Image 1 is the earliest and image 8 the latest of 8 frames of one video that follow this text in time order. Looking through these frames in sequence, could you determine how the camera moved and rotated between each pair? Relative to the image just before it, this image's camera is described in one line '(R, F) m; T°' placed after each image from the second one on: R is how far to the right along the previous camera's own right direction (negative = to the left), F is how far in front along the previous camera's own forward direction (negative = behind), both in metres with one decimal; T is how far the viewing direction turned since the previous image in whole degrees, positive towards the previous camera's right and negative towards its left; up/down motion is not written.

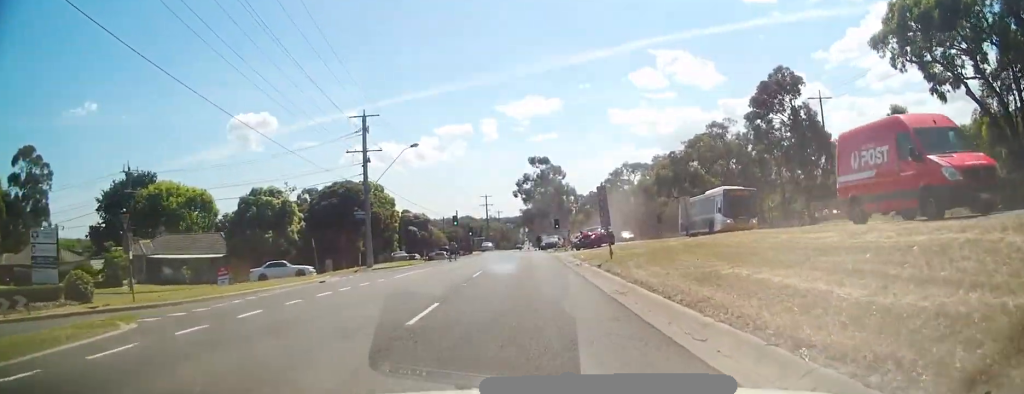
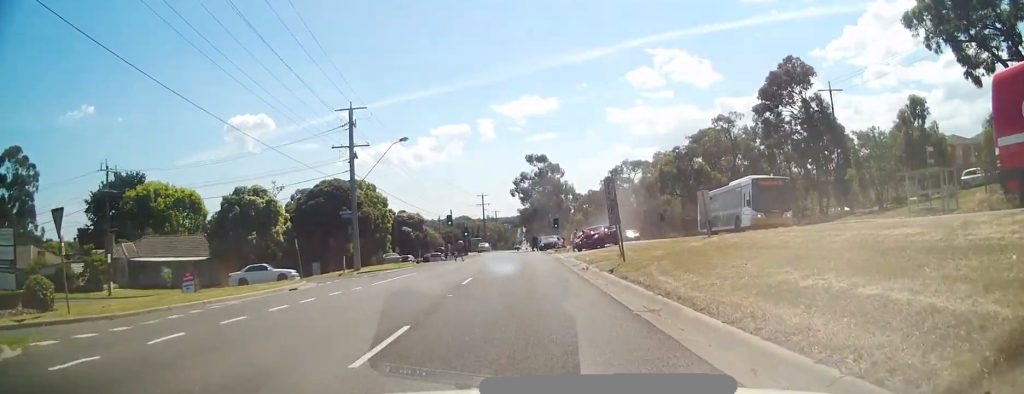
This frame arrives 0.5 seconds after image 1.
(-0.3, +4.2) m; -3°
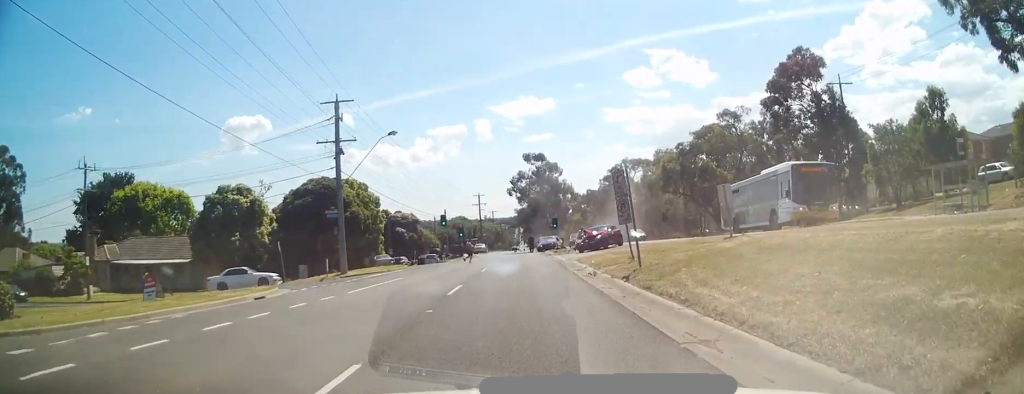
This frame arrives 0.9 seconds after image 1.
(-0.1, +4.1) m; -2°
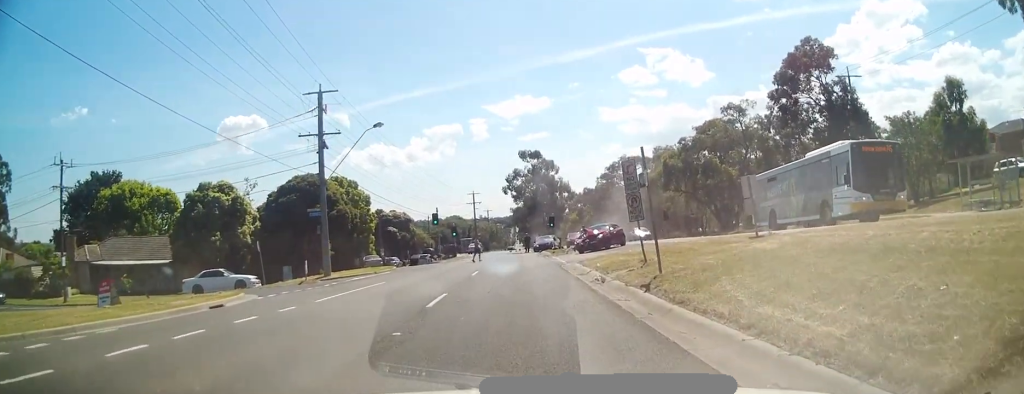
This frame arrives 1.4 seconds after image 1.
(-0.1, +3.8) m; 0°
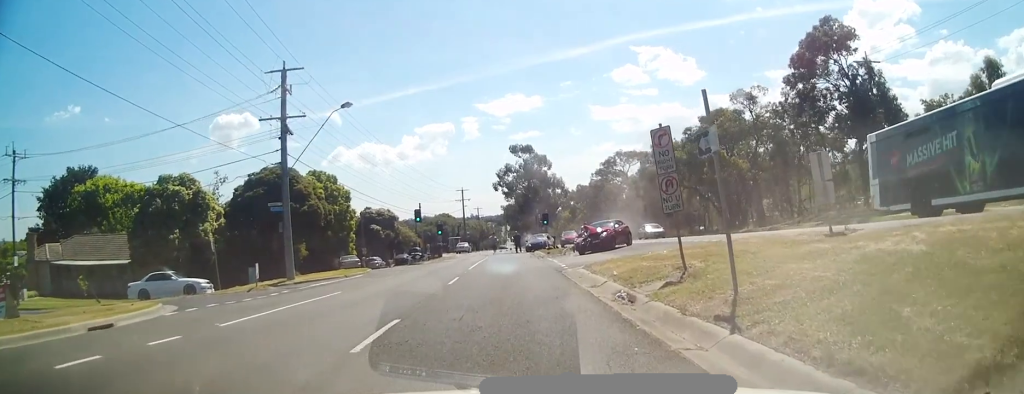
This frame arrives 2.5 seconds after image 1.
(0.0, +6.9) m; +1°
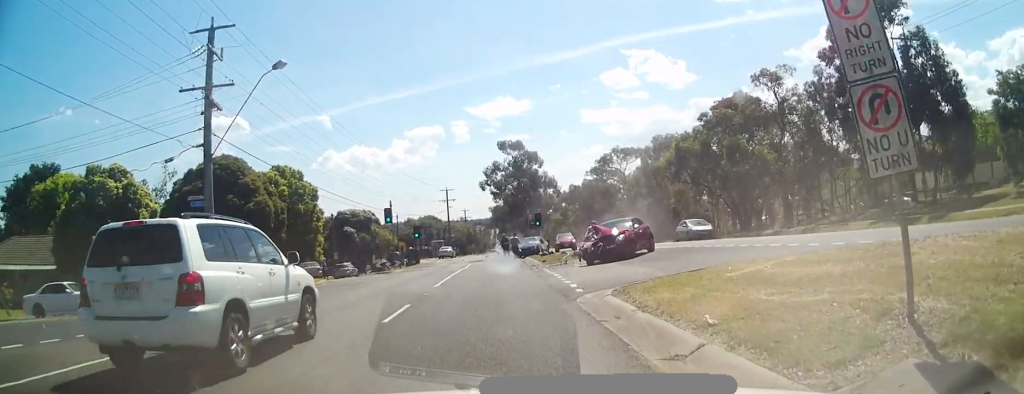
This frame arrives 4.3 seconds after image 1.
(+0.1, +9.8) m; +3°
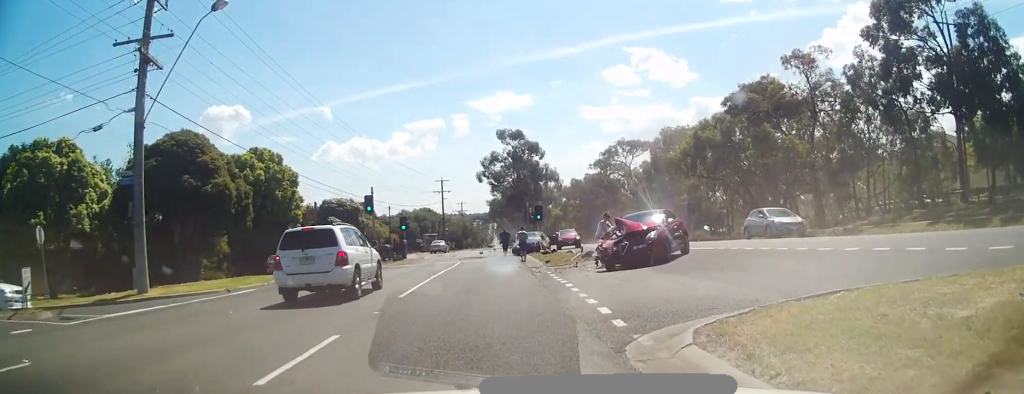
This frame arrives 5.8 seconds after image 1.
(+0.5, +6.6) m; +9°
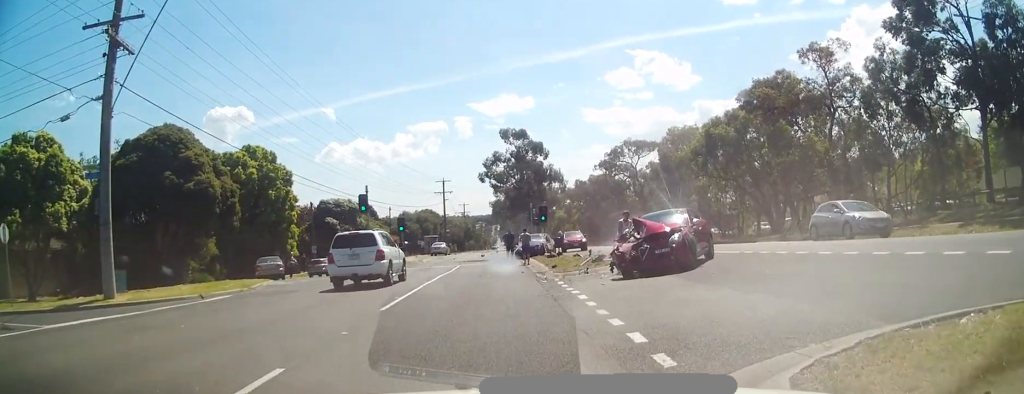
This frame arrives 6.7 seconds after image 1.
(0.0, +3.1) m; -3°
